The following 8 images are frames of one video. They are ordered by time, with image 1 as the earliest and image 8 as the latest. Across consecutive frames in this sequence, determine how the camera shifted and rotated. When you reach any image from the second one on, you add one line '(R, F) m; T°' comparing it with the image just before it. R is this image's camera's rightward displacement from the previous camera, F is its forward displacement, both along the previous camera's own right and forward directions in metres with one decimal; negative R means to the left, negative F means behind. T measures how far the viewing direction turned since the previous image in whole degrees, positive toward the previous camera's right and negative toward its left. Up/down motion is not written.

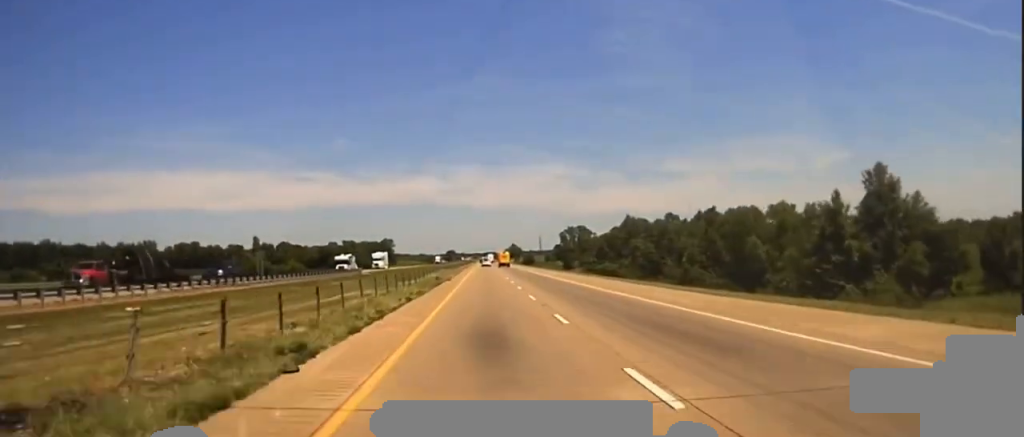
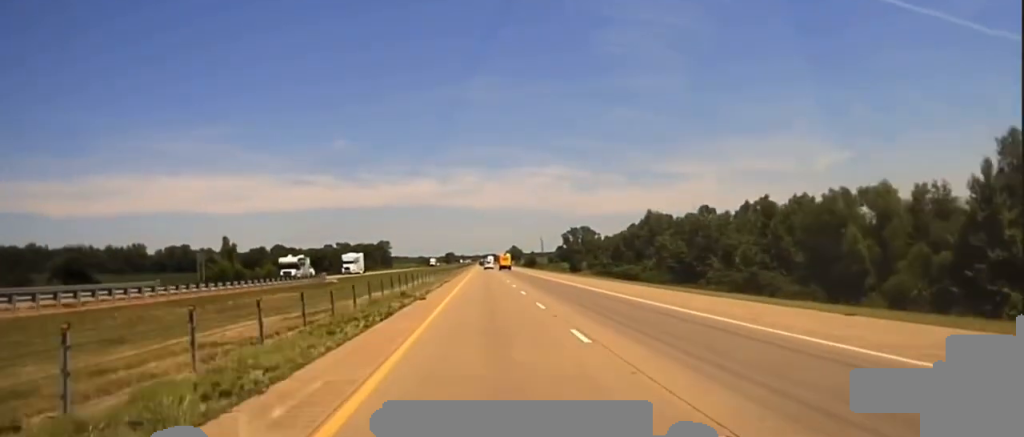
(-0.2, +29.3) m; 0°
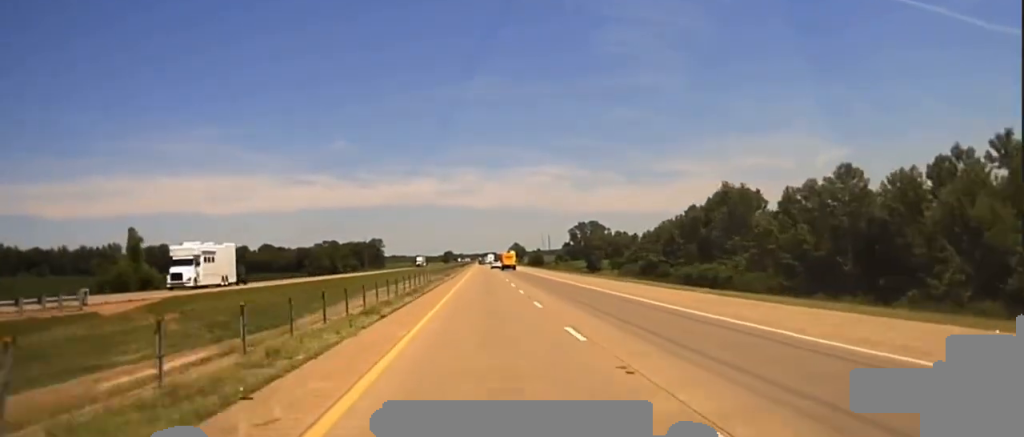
(-0.1, +60.6) m; 0°
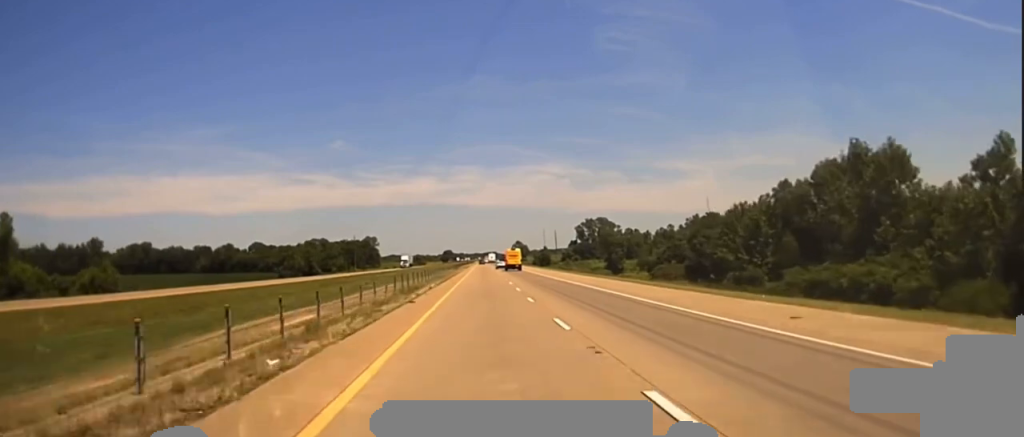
(-0.1, +45.9) m; 0°
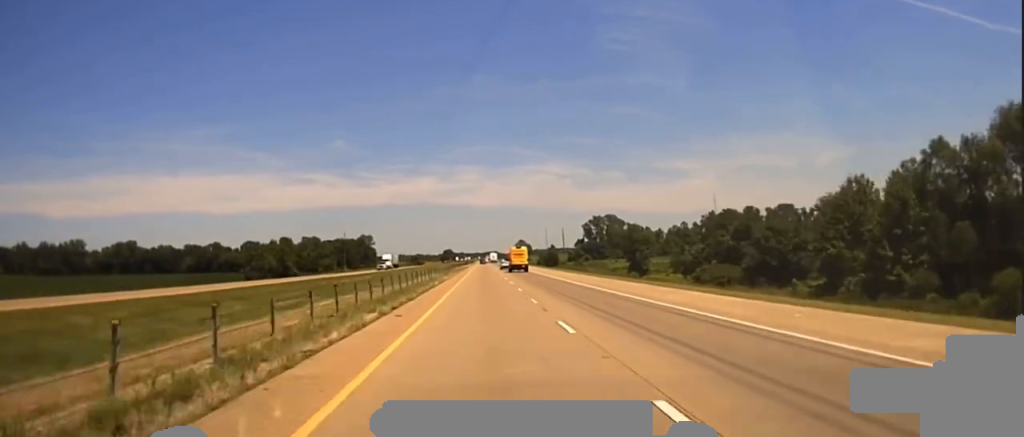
(0.0, +37.0) m; 0°
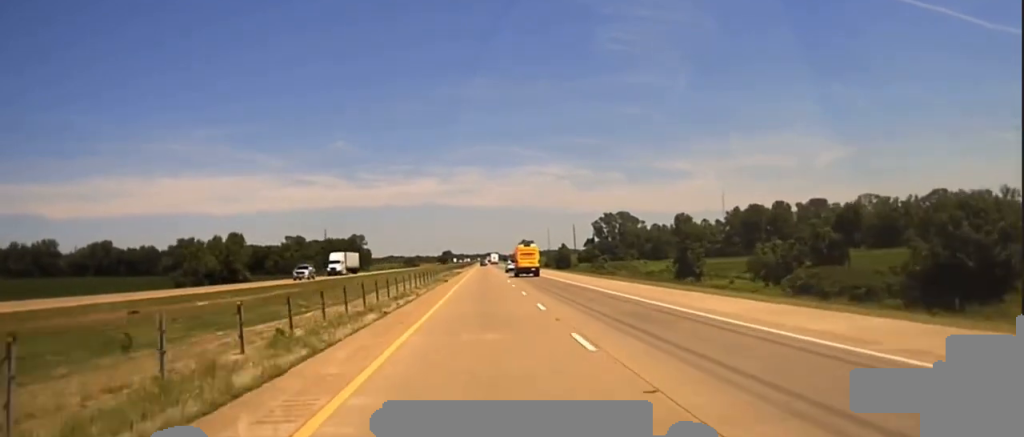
(0.0, +52.3) m; 0°
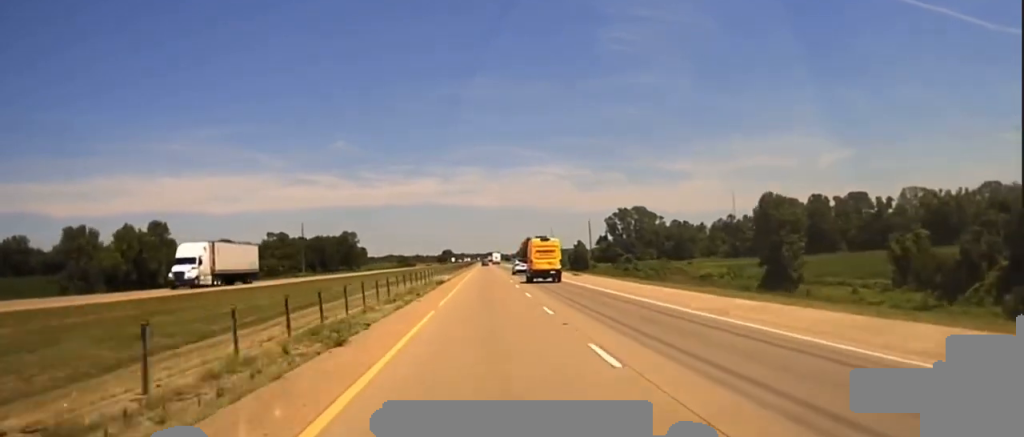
(0.0, +51.0) m; 0°
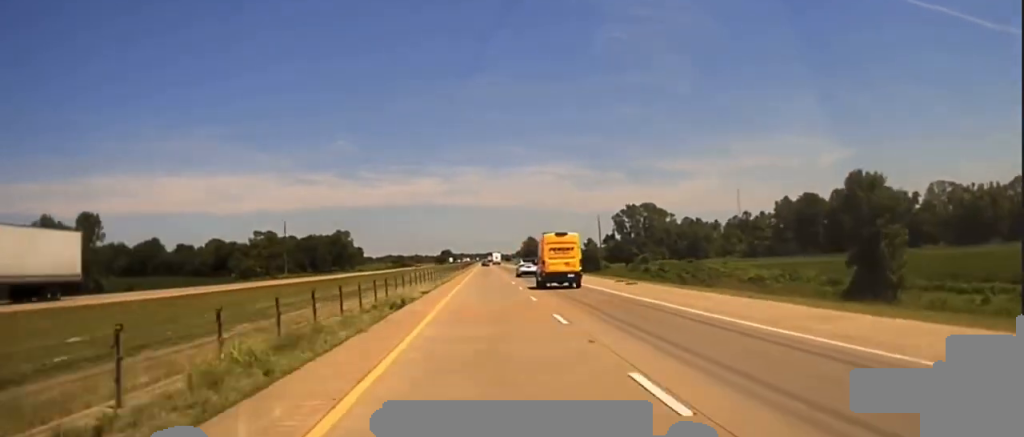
(+0.1, +28.4) m; 0°
